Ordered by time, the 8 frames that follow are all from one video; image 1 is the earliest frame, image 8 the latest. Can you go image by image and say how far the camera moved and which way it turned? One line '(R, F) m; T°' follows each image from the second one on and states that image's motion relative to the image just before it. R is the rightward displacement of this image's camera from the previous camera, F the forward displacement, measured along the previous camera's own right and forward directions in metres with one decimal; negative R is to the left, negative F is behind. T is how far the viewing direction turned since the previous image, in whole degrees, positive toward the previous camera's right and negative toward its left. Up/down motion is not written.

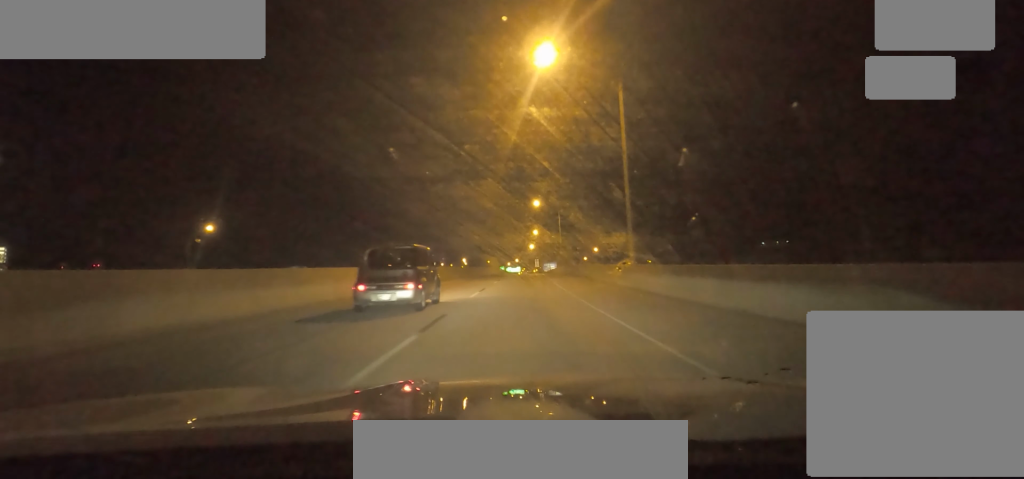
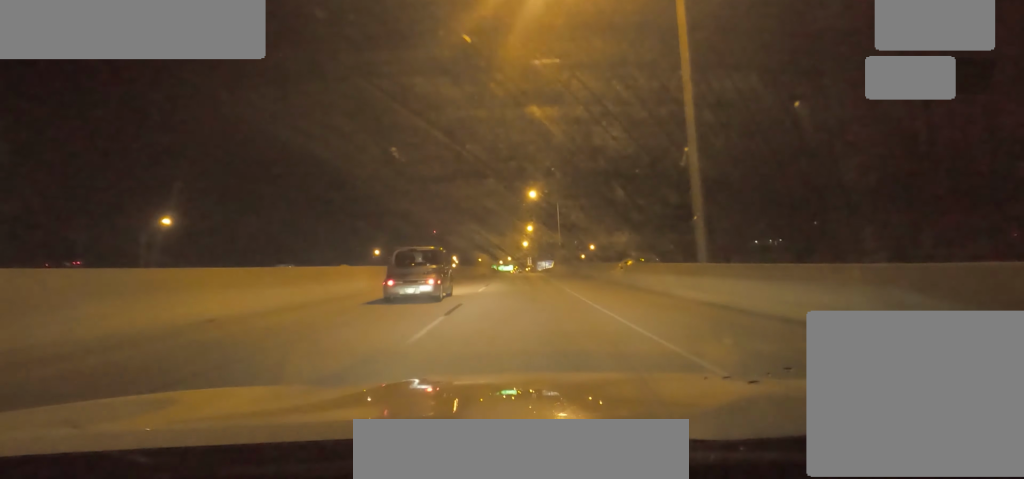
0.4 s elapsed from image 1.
(-0.1, +10.7) m; +1°
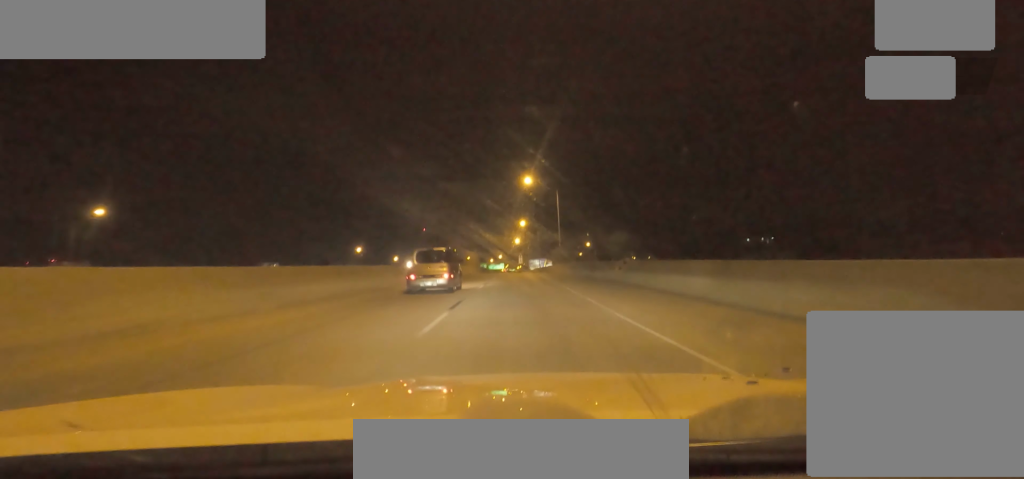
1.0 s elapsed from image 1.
(+0.8, +13.1) m; 0°
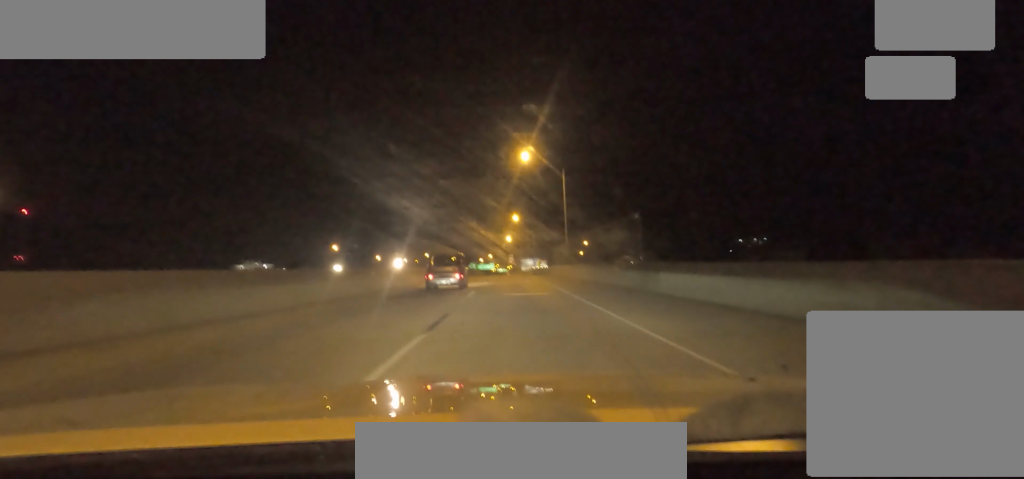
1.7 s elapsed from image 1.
(+0.1, +17.1) m; 0°
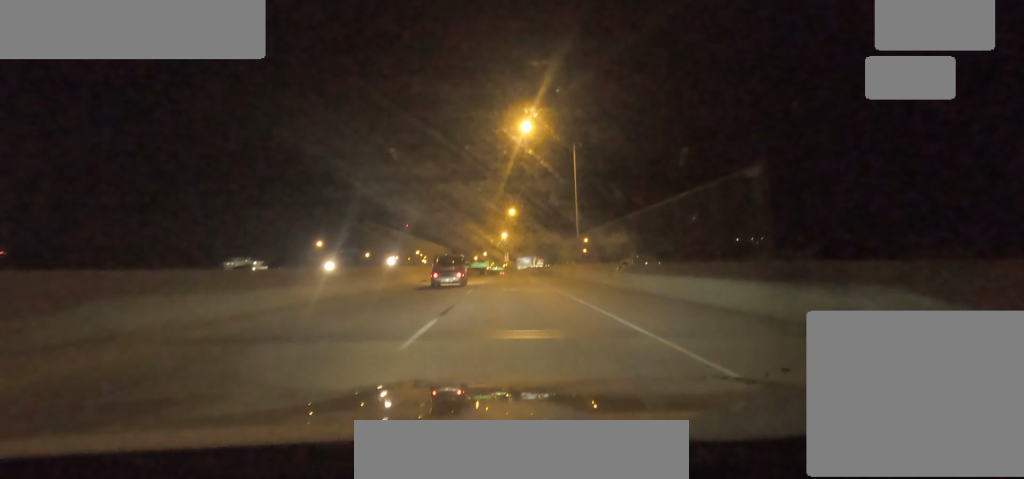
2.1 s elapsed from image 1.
(-0.8, +11.4) m; 0°
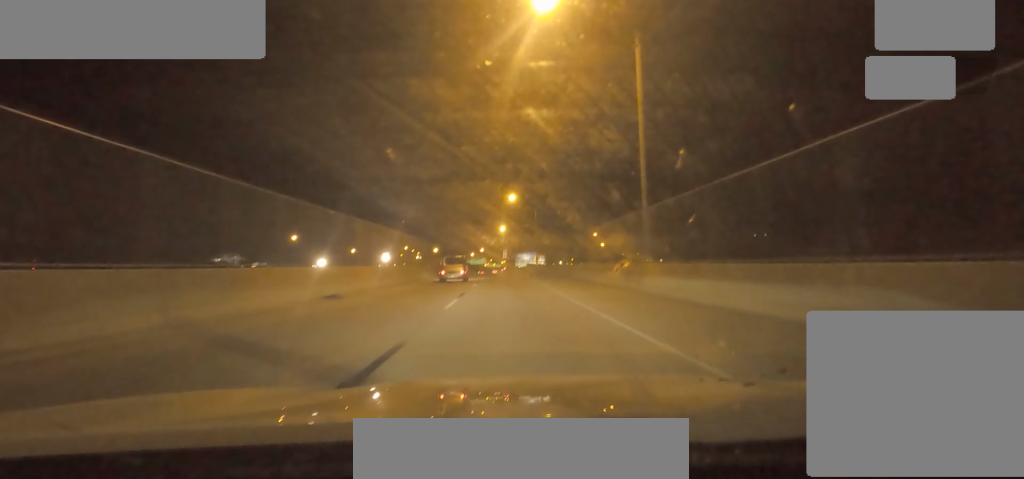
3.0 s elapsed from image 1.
(+0.7, +20.9) m; +1°
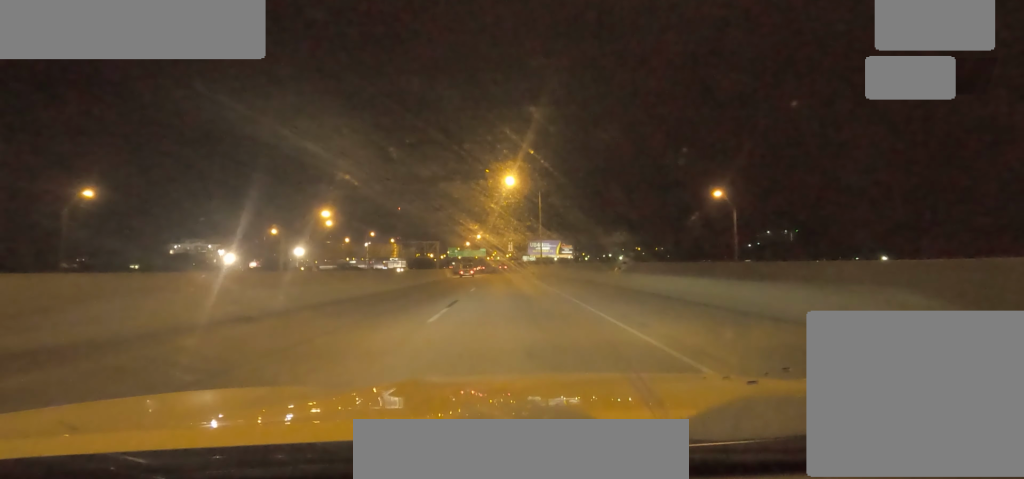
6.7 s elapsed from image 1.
(-0.1, +85.6) m; +1°
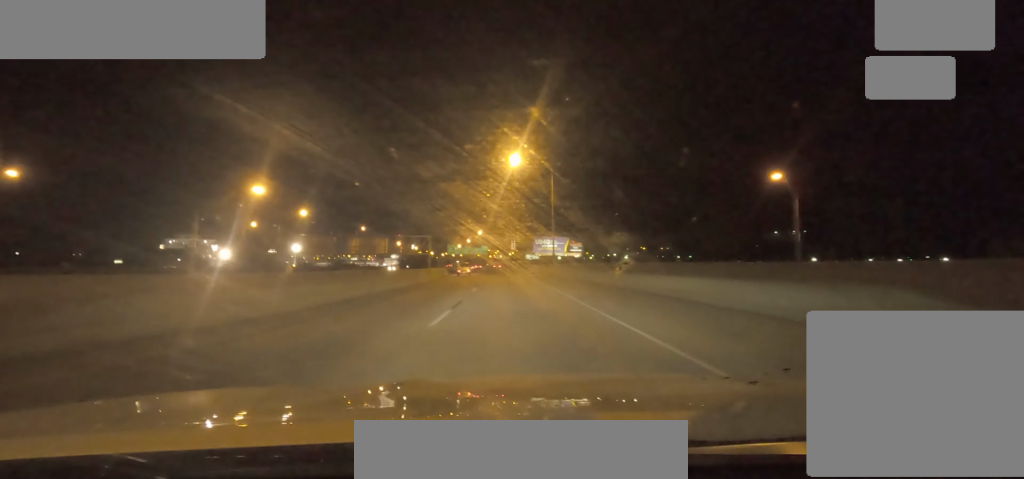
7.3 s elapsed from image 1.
(-0.9, +14.2) m; -1°
